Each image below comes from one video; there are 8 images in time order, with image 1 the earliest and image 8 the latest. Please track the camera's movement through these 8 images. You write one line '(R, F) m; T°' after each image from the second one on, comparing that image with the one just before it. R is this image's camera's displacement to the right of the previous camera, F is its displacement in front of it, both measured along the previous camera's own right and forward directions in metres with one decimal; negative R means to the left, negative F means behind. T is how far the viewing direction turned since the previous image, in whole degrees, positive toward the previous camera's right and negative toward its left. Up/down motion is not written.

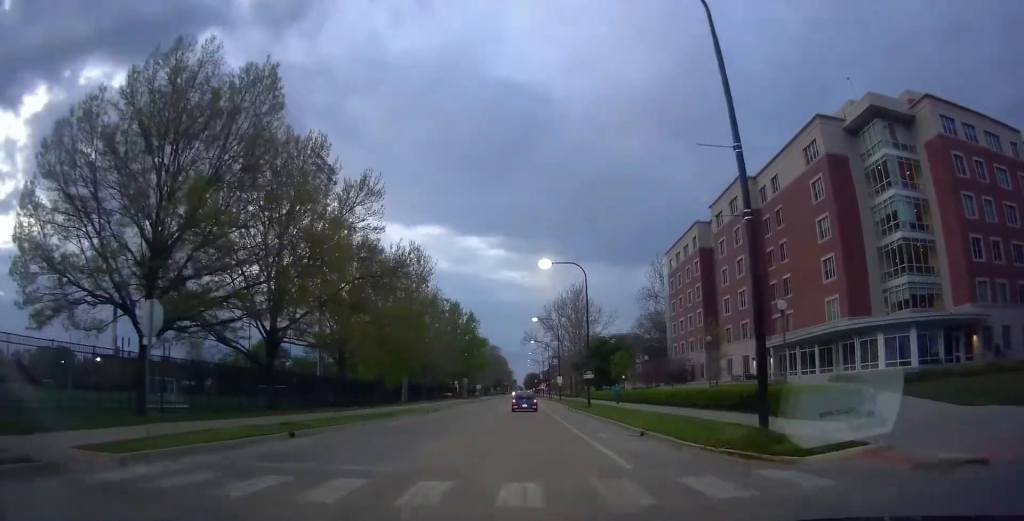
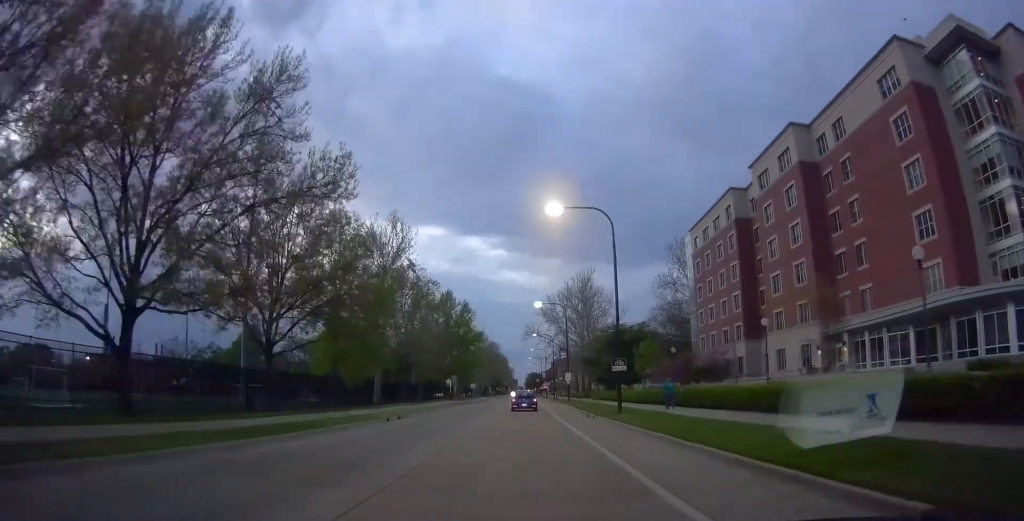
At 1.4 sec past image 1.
(-0.3, +11.7) m; 0°
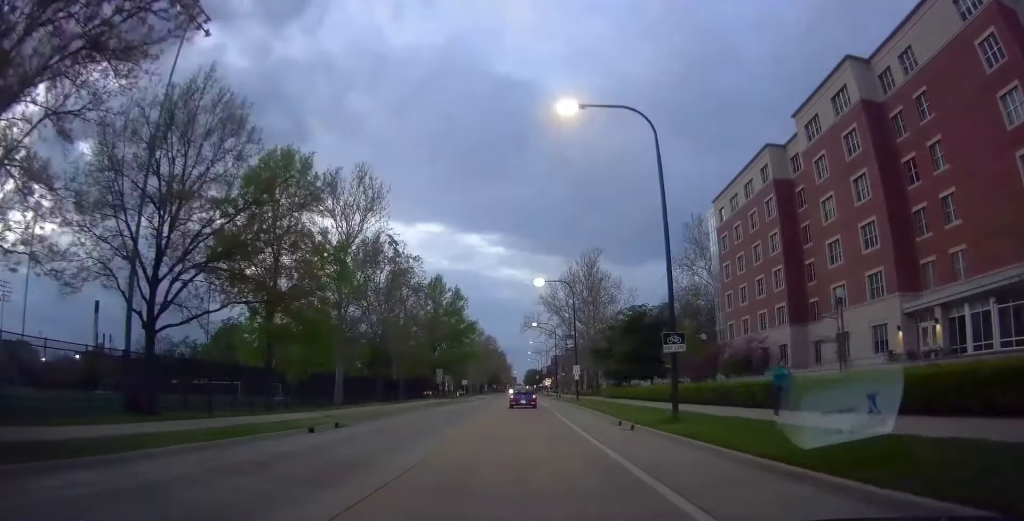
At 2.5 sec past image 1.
(+0.4, +10.9) m; +2°
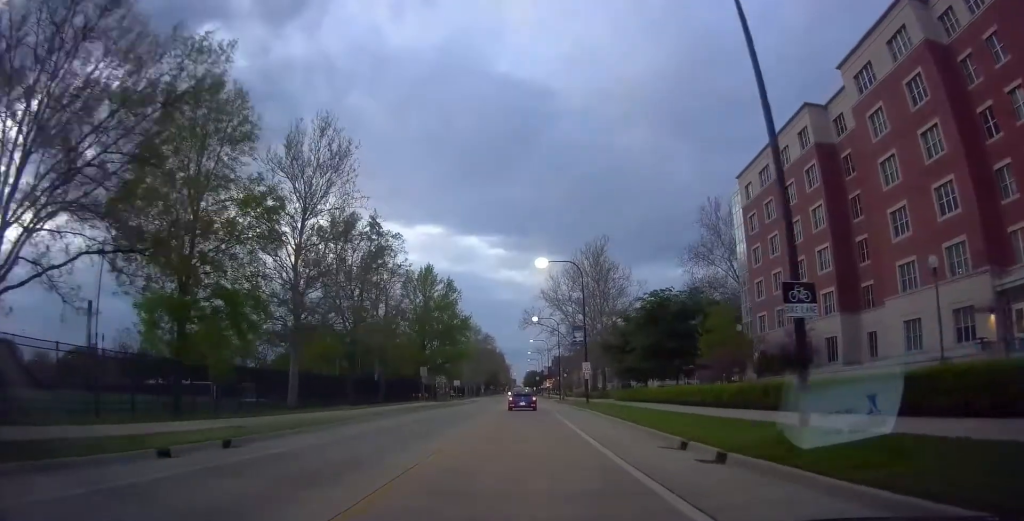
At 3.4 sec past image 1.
(0.0, +8.8) m; 0°
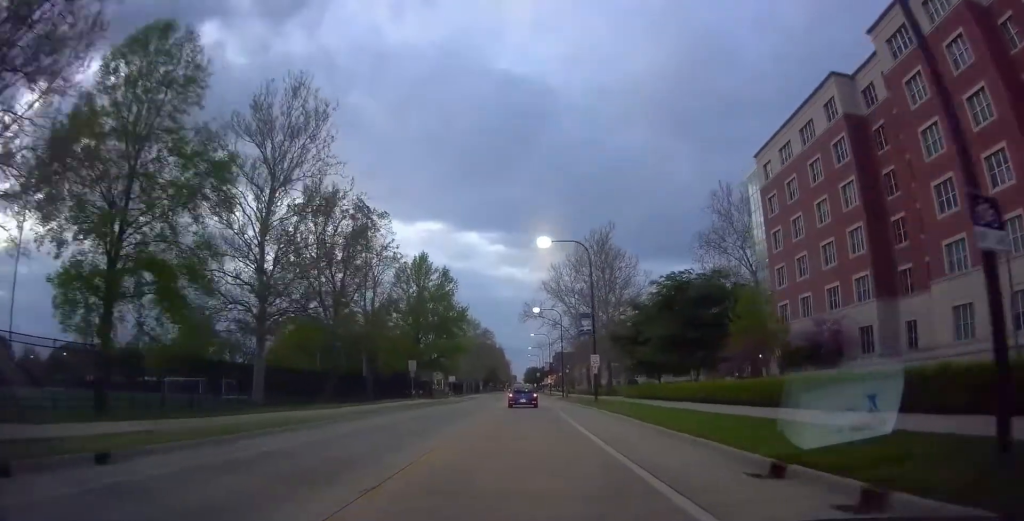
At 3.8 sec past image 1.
(0.0, +5.1) m; 0°
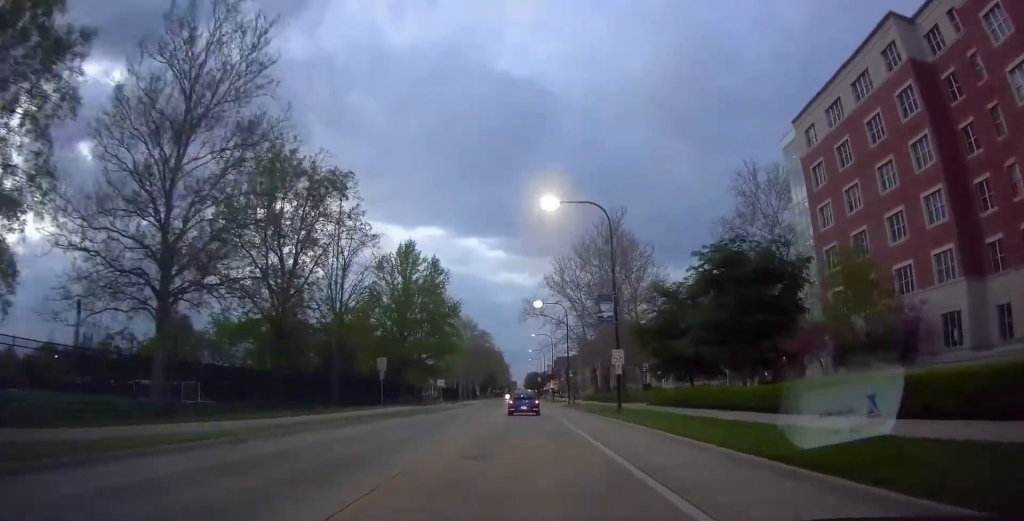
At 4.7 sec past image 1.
(0.0, +9.5) m; 0°
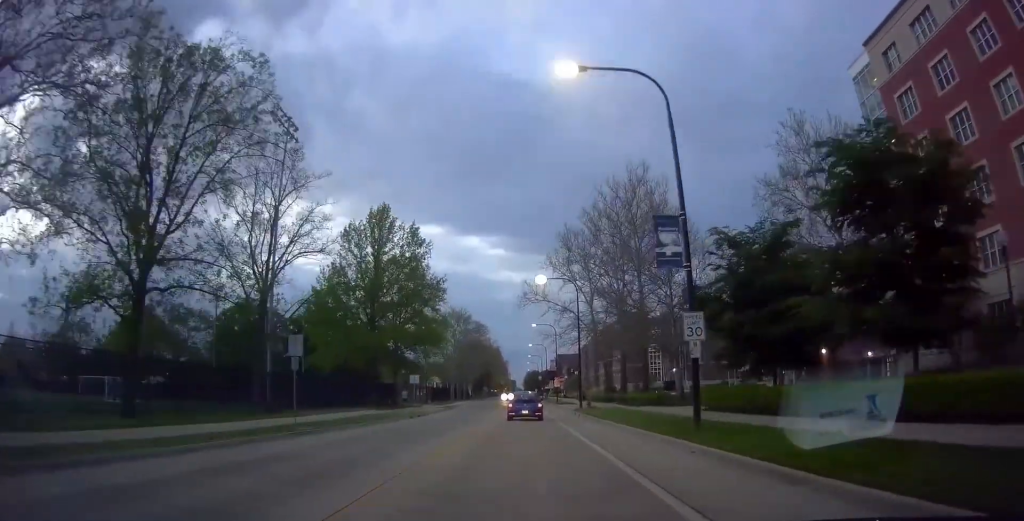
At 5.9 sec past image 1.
(0.0, +13.4) m; 0°
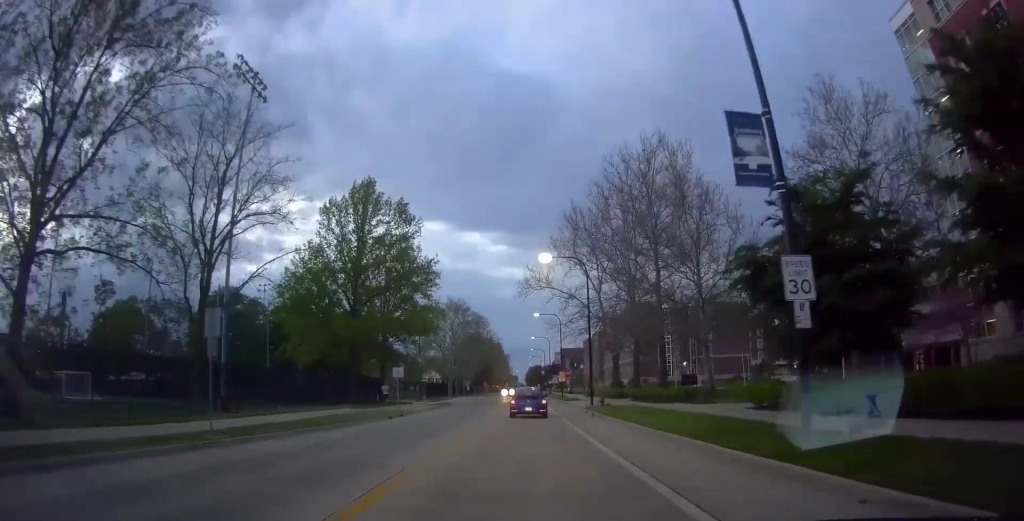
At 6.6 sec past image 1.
(0.0, +6.6) m; 0°
